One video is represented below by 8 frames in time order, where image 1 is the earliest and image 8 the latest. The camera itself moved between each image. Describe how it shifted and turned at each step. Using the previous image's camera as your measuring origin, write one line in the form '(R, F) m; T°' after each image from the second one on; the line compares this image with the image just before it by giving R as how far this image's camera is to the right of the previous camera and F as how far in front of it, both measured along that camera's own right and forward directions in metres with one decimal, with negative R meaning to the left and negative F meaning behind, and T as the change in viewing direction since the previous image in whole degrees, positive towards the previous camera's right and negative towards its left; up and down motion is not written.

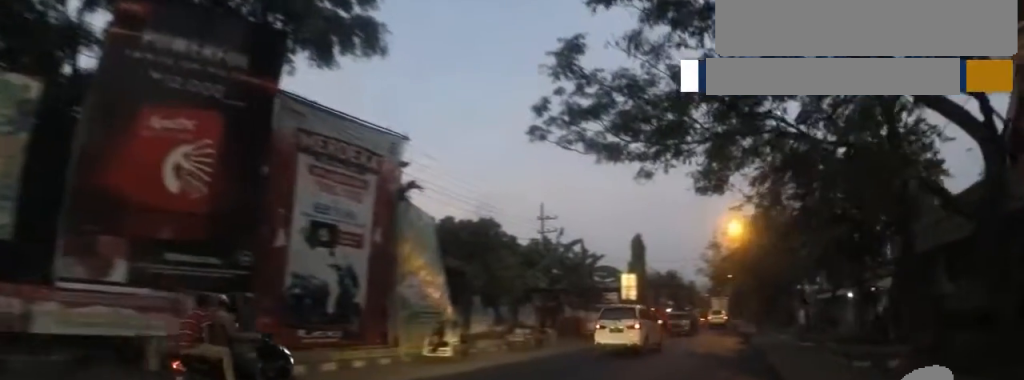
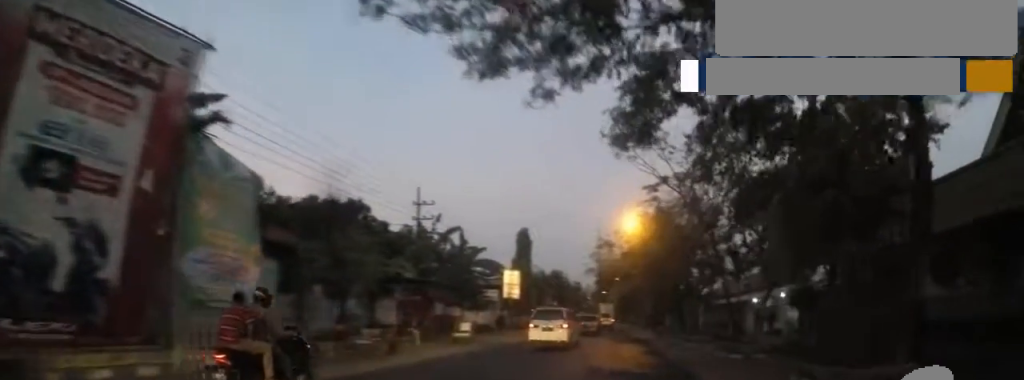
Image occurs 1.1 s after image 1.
(0.0, +4.9) m; +14°
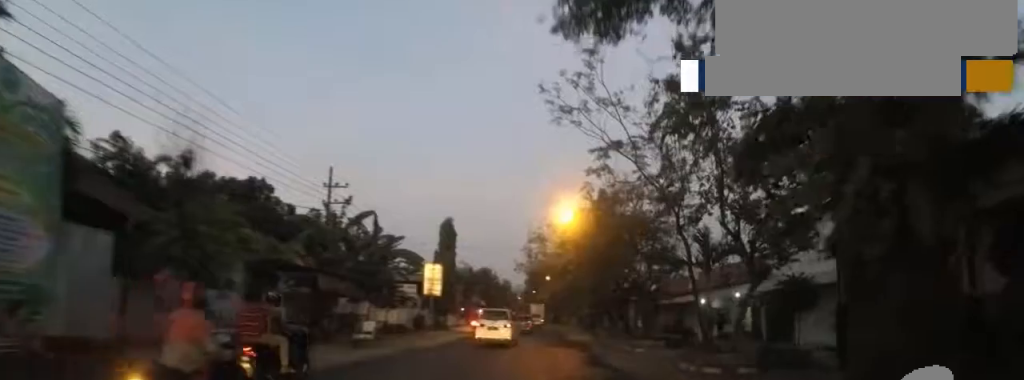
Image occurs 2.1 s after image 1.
(+0.9, +3.9) m; +7°
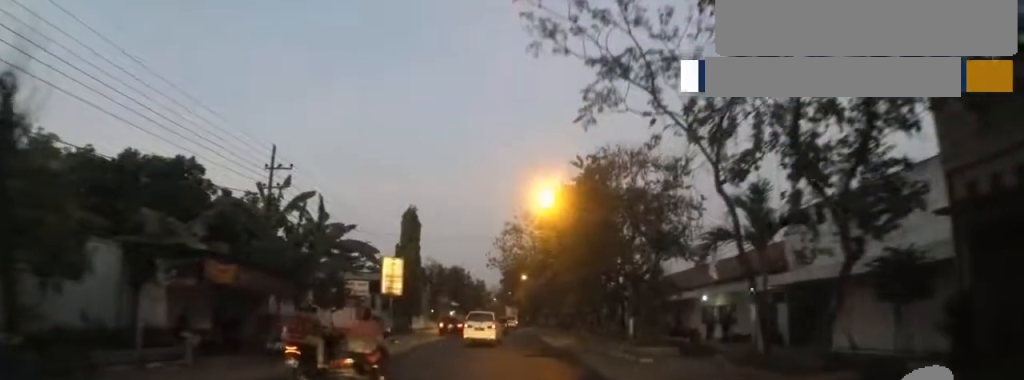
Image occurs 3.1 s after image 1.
(-0.4, +4.8) m; -2°
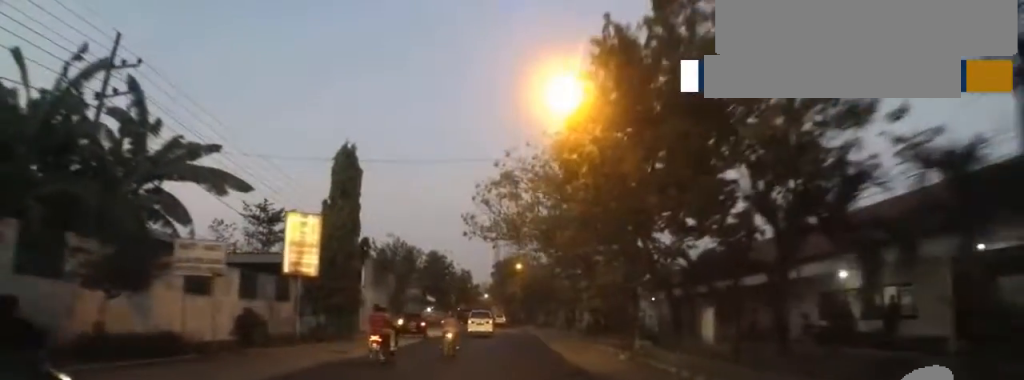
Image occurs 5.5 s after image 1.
(-0.8, +13.2) m; -5°
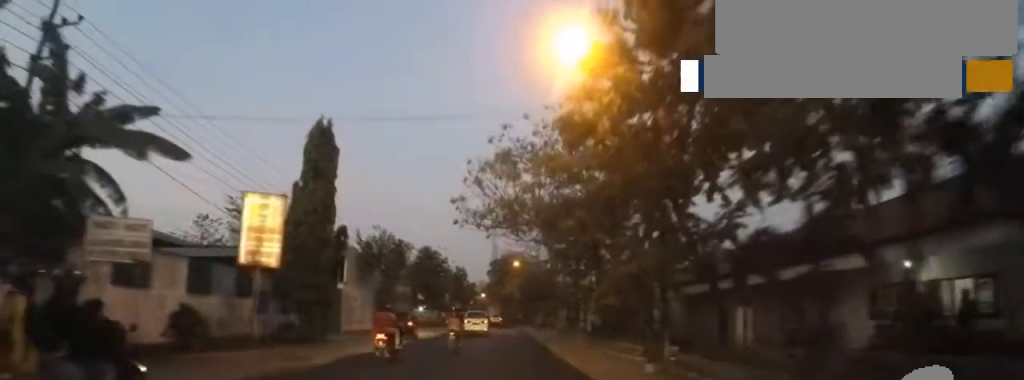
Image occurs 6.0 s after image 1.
(+0.6, +3.3) m; -1°
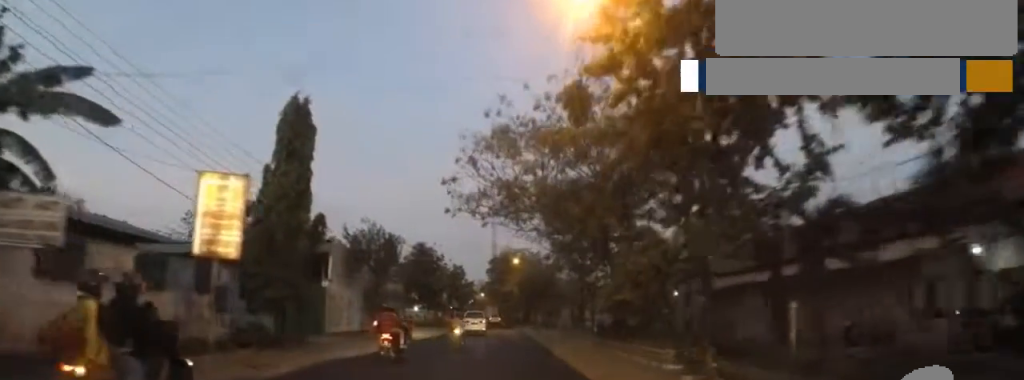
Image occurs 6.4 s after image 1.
(+0.6, +2.6) m; -1°
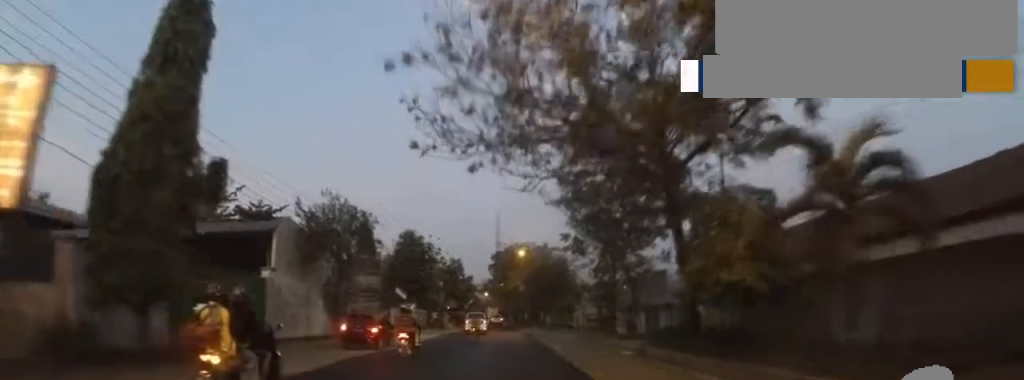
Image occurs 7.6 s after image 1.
(-1.3, +8.0) m; 0°
